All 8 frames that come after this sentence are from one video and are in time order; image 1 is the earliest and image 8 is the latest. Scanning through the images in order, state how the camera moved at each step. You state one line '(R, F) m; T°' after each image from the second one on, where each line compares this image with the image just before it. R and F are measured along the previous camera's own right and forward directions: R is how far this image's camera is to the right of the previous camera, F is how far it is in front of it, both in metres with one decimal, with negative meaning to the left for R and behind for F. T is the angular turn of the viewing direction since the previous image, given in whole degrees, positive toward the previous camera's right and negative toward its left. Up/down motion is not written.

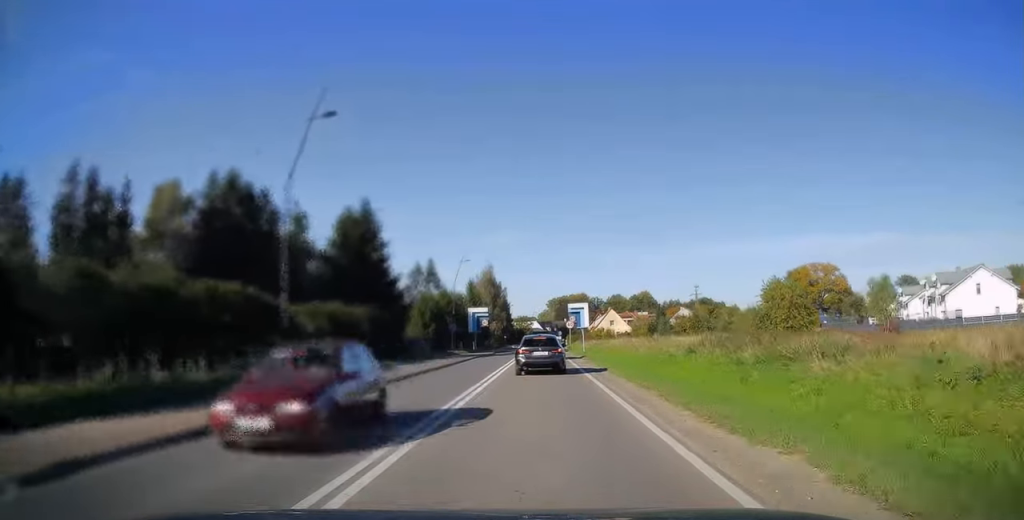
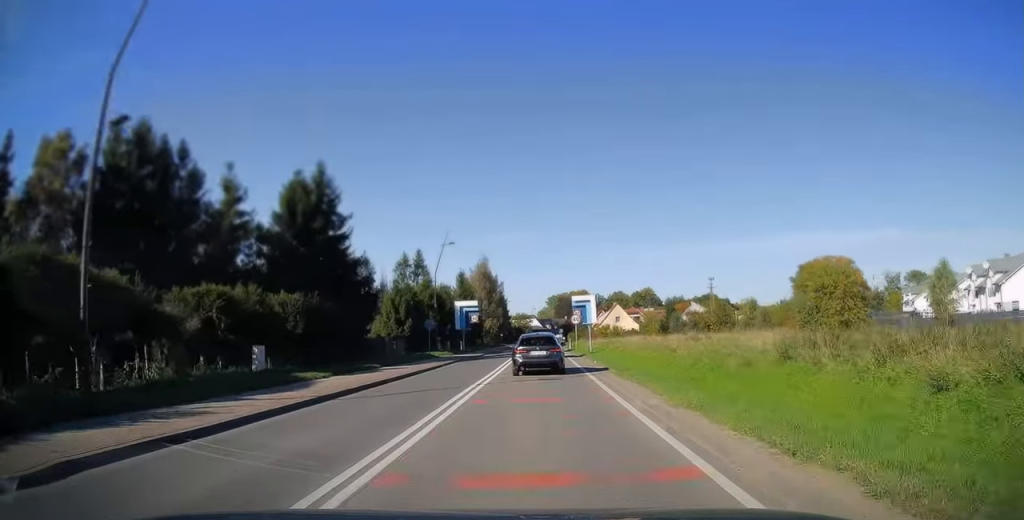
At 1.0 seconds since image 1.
(0.0, +11.2) m; 0°
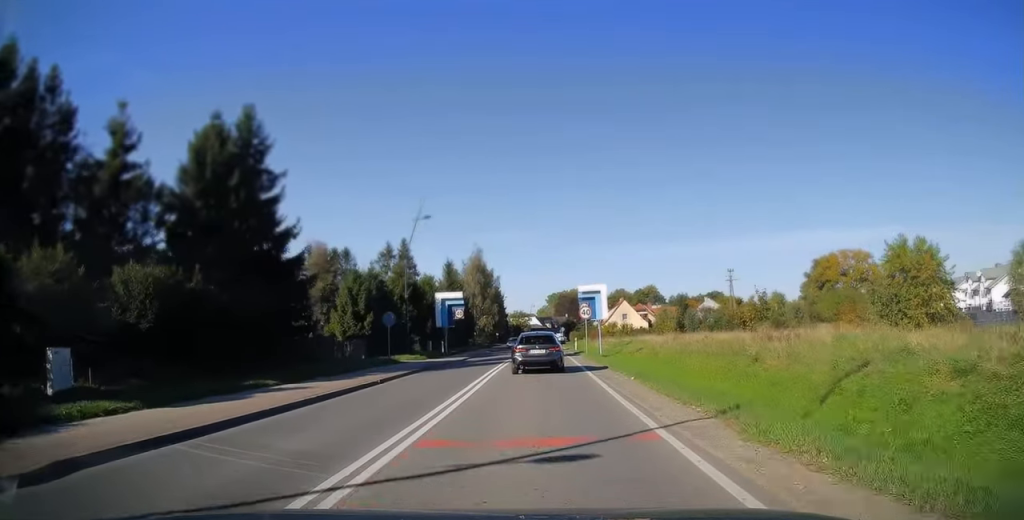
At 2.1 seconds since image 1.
(0.0, +12.5) m; 0°
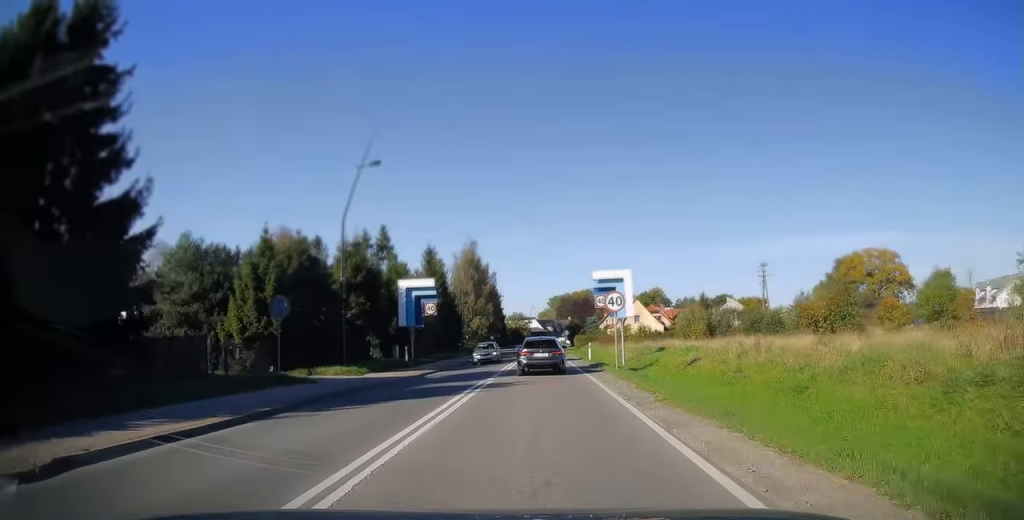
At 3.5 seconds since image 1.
(-0.1, +15.9) m; 0°
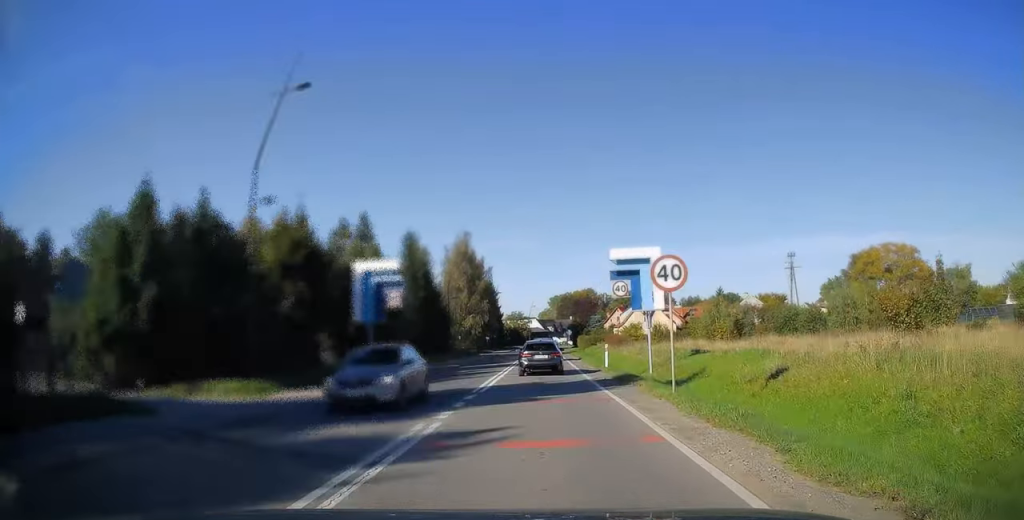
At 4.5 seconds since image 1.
(0.0, +10.7) m; 0°
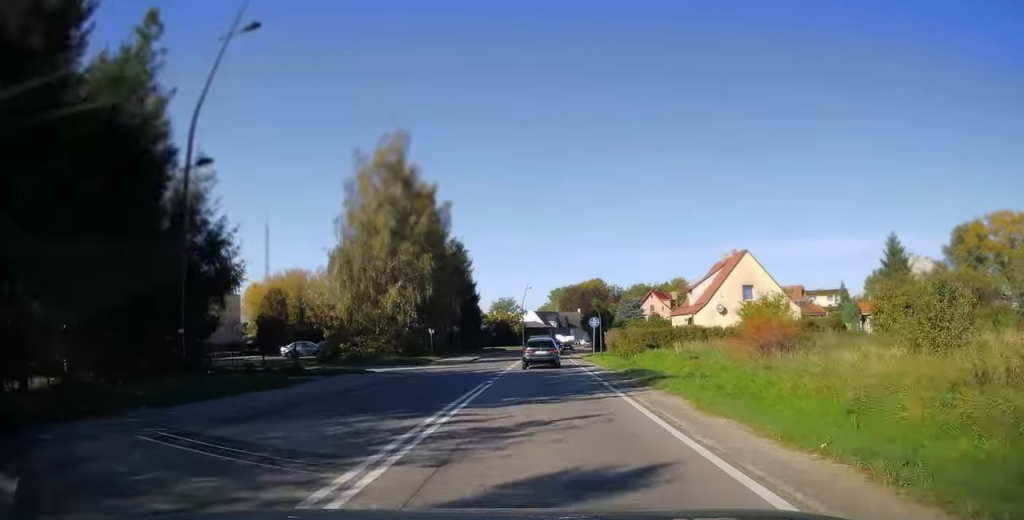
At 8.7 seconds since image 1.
(+0.1, +48.5) m; +1°
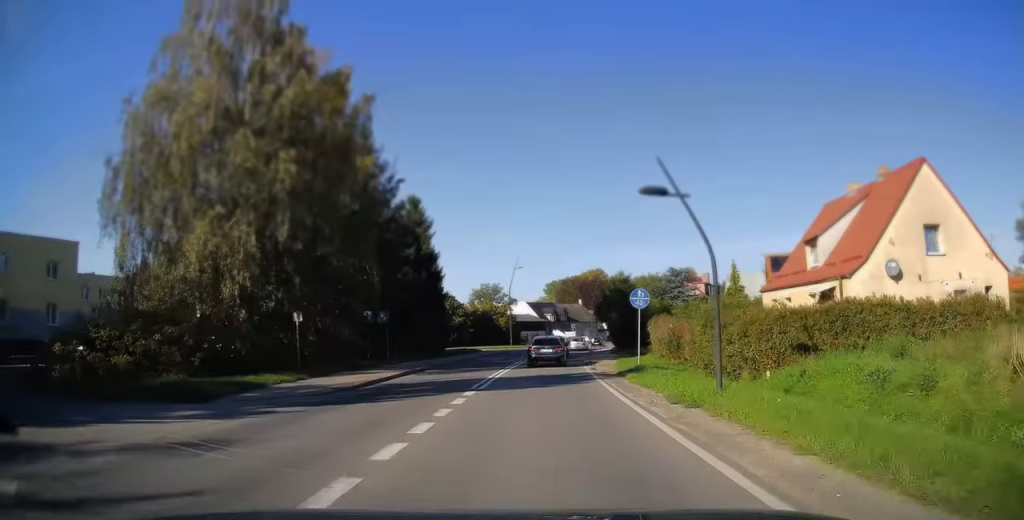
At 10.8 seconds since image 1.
(+0.1, +25.5) m; 0°
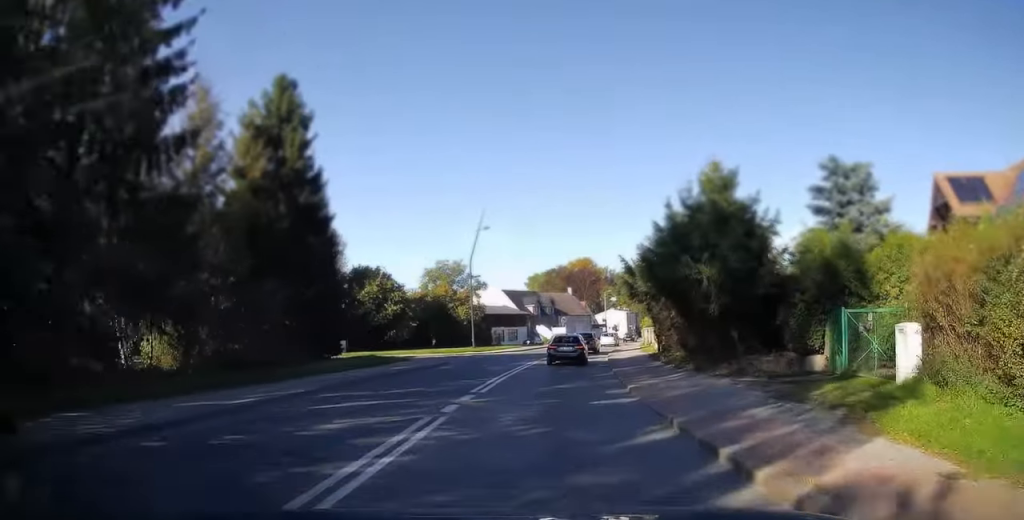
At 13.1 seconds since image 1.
(+0.1, +27.3) m; +2°
